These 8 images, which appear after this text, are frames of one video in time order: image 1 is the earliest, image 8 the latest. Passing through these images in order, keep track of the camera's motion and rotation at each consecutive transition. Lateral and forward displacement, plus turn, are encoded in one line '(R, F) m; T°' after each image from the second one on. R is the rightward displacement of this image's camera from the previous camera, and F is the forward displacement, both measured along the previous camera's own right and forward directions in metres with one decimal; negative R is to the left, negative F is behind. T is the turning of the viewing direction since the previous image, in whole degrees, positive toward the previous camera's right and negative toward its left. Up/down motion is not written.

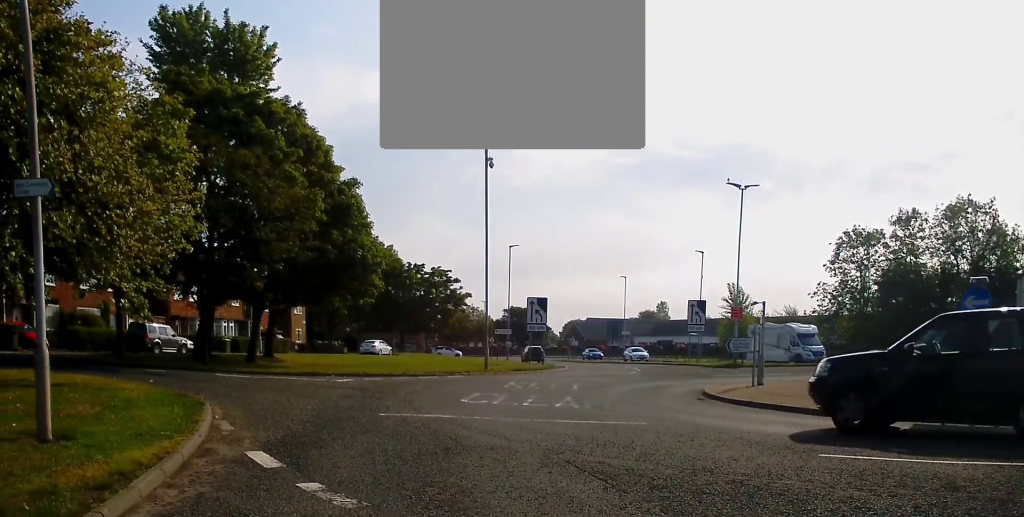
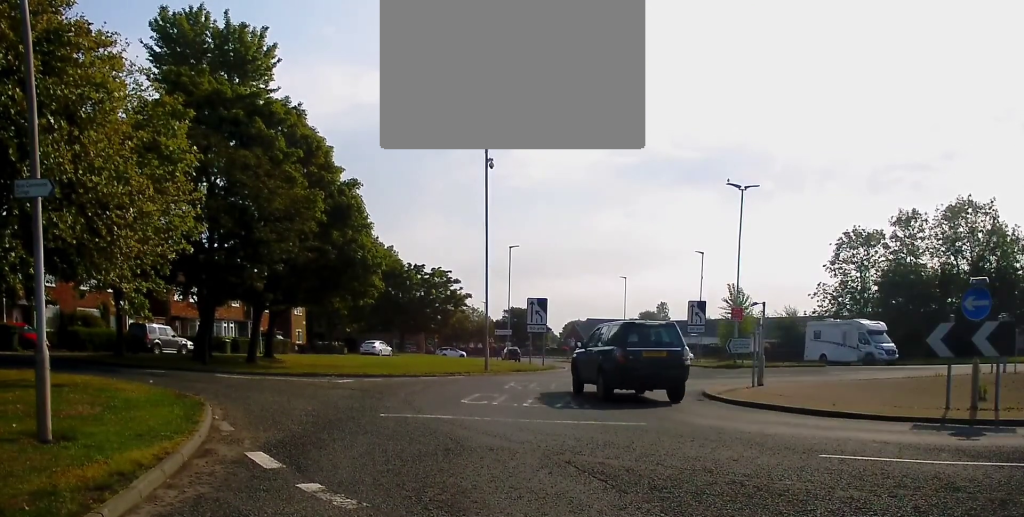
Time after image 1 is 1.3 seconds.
(0.0, +0.1) m; 0°
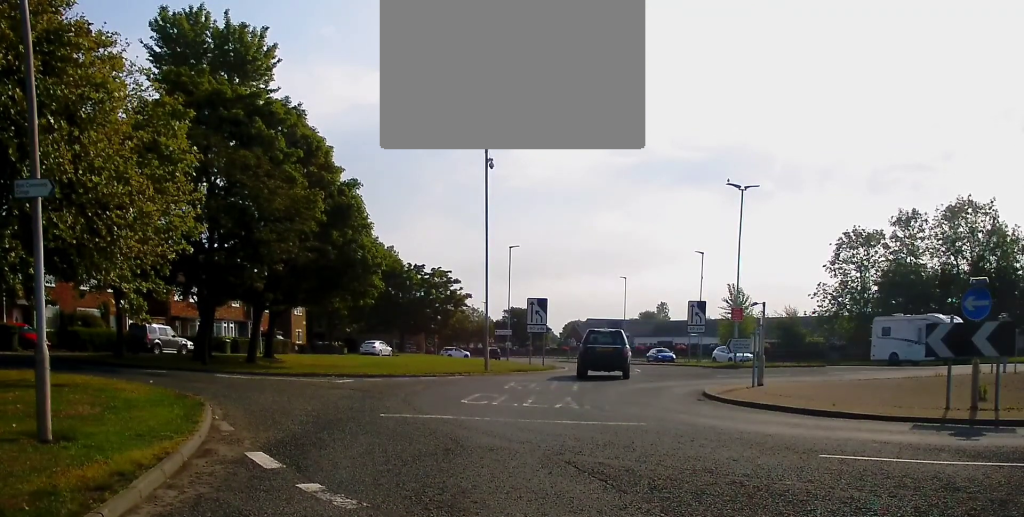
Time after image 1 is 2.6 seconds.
(0.0, 0.0) m; 0°
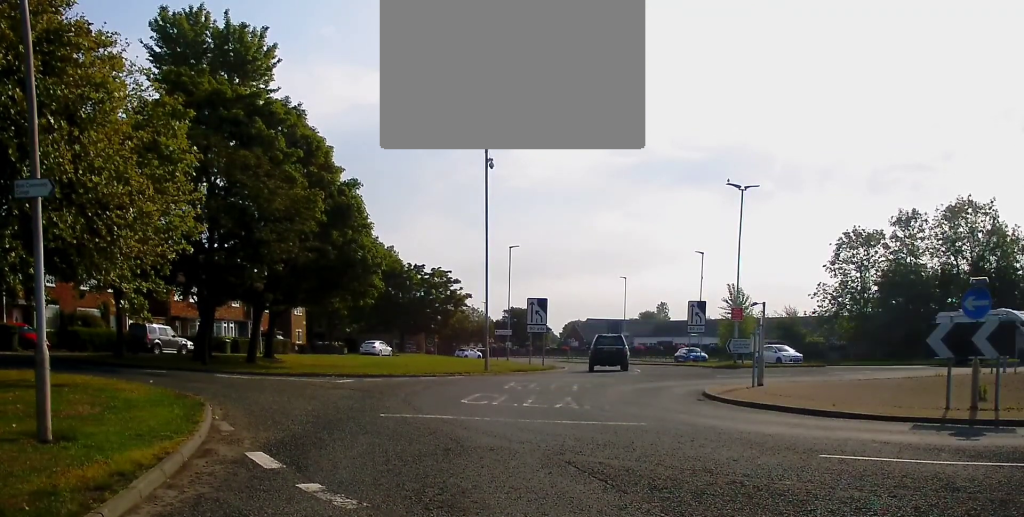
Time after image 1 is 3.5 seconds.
(0.0, 0.0) m; 0°
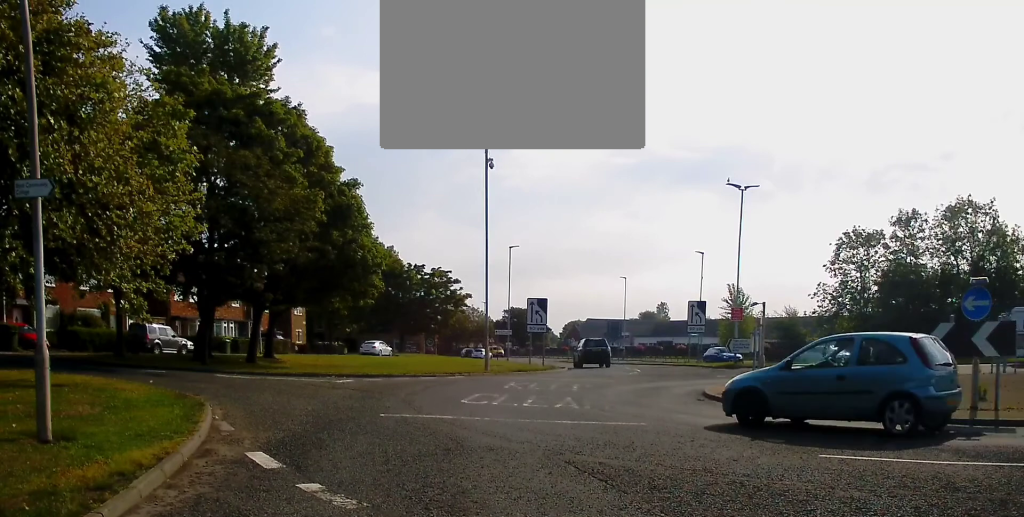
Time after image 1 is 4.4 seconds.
(0.0, 0.0) m; 0°
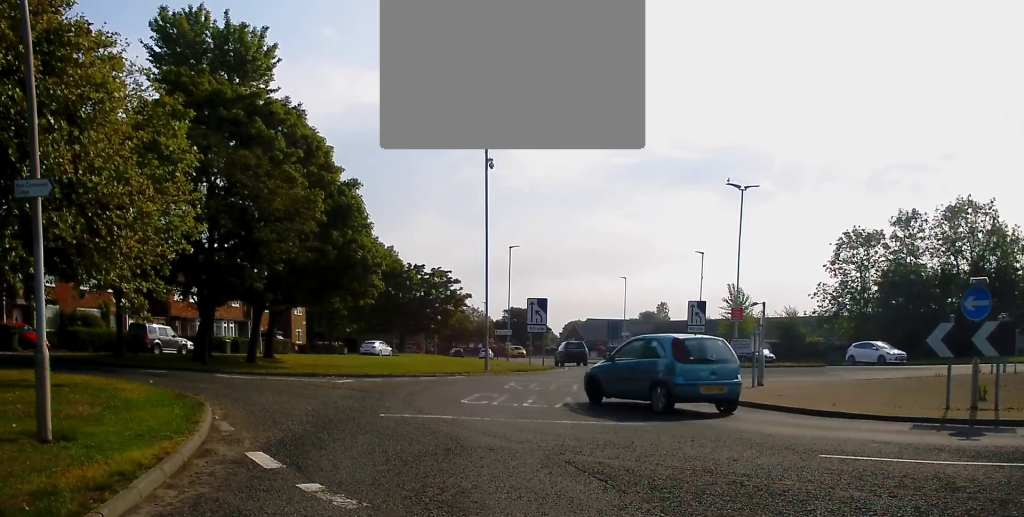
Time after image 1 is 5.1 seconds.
(0.0, 0.0) m; 0°
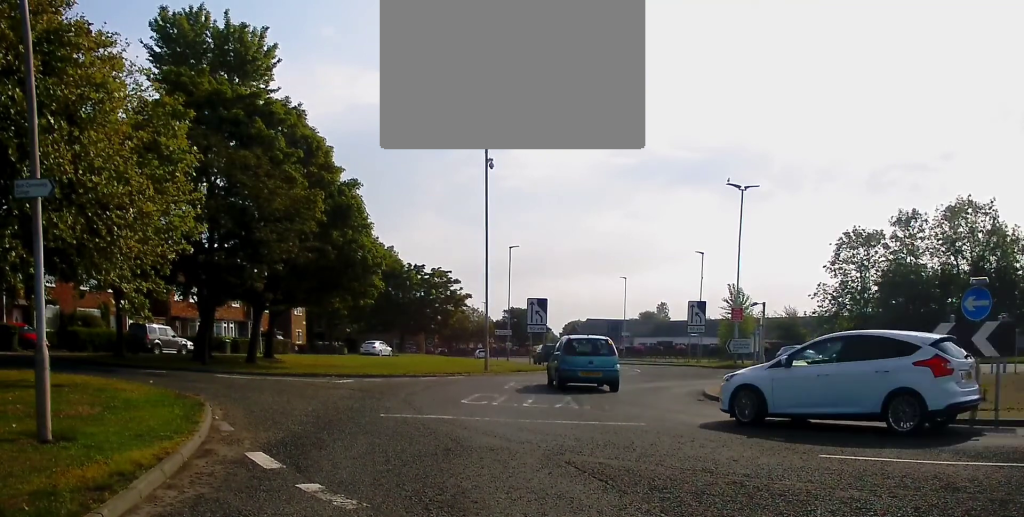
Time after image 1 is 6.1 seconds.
(0.0, 0.0) m; 0°
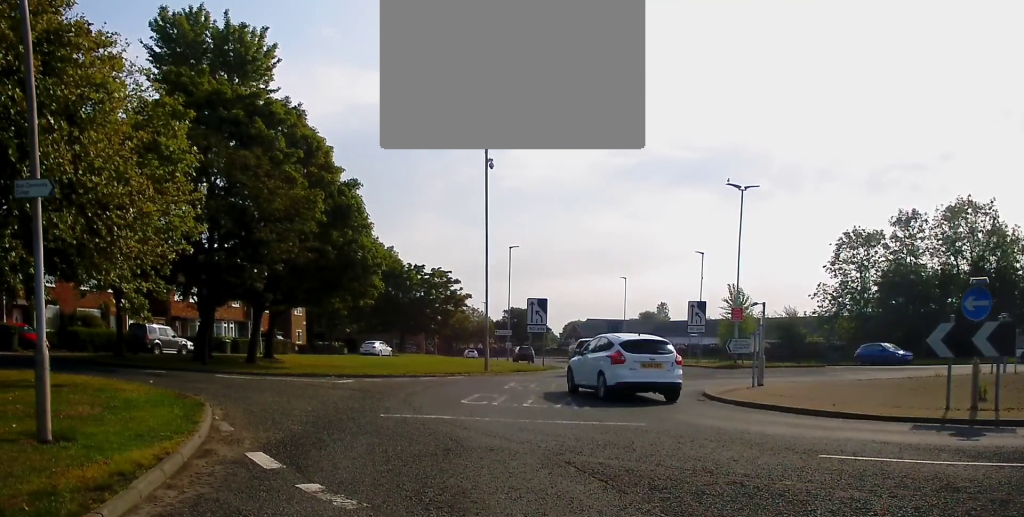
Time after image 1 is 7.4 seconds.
(0.0, 0.0) m; 0°
